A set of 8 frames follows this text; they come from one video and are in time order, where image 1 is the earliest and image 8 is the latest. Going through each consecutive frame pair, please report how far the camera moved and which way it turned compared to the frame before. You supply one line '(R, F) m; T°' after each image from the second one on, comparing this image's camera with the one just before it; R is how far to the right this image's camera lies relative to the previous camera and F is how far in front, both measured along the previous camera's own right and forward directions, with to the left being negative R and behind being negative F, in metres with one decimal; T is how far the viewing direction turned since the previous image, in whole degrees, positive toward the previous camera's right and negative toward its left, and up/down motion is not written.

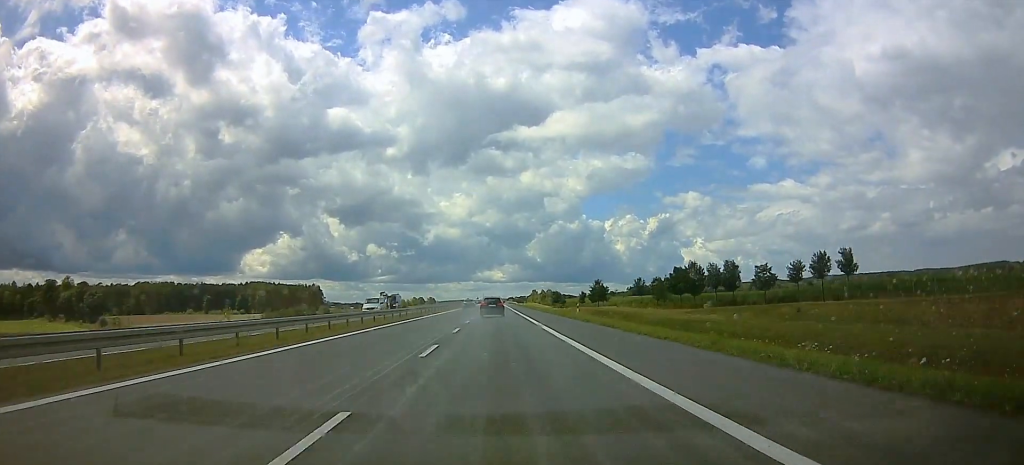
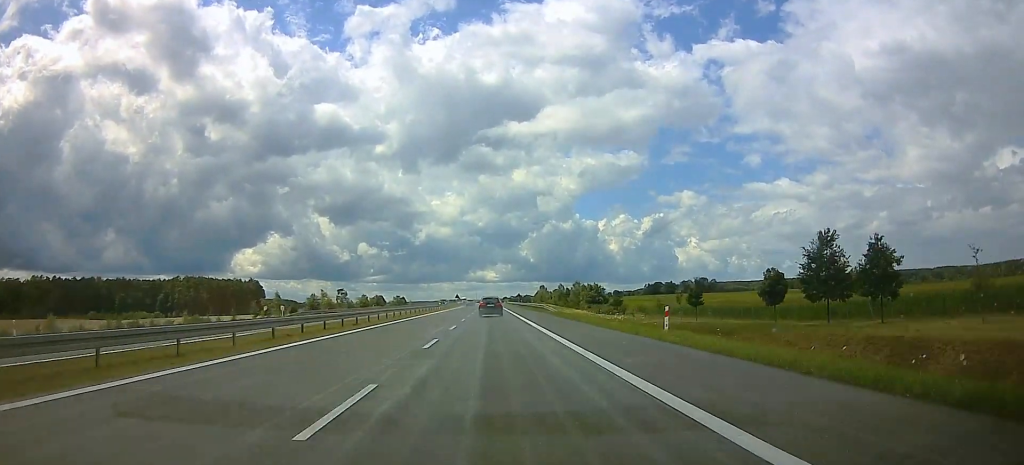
(-0.1, +127.2) m; 0°
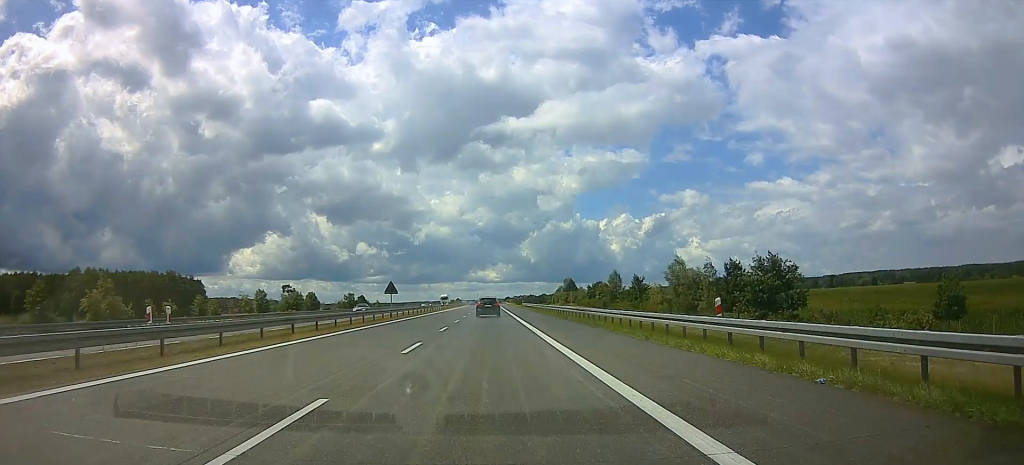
(-0.1, +106.9) m; 0°
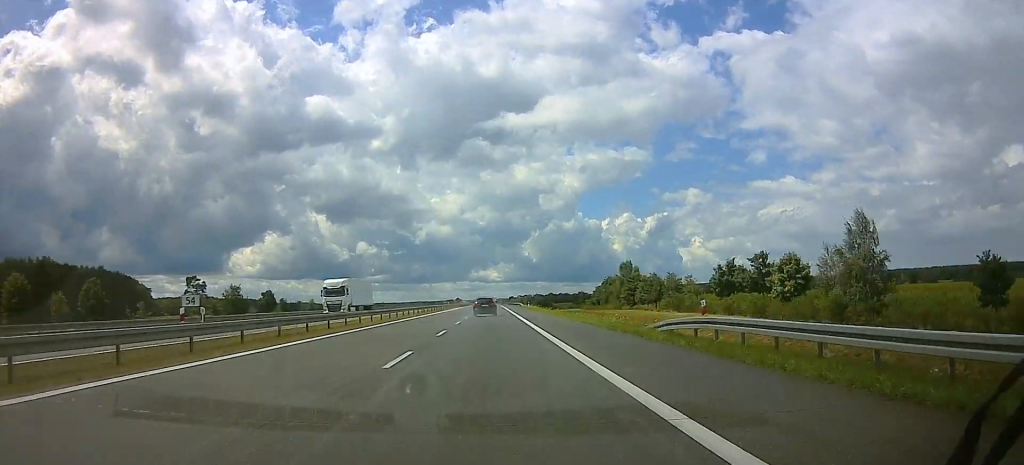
(-0.1, +96.1) m; 0°
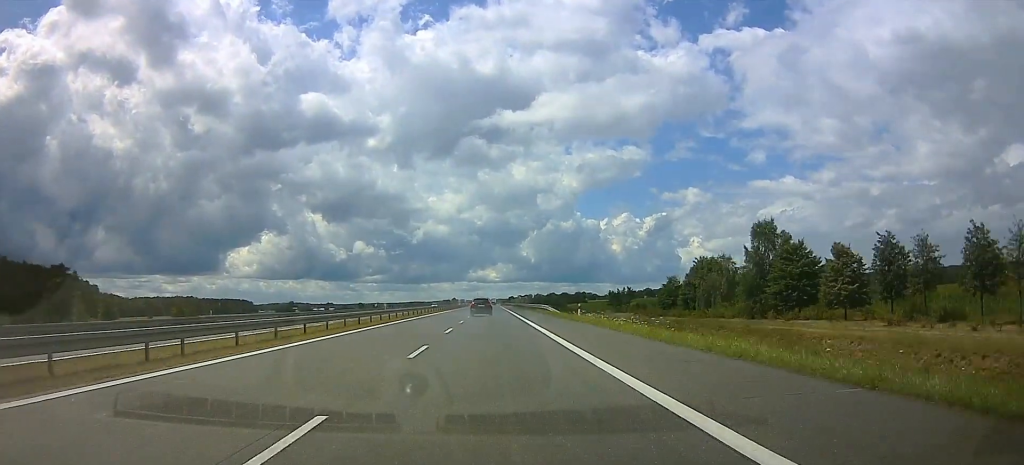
(+0.1, +66.5) m; -2°
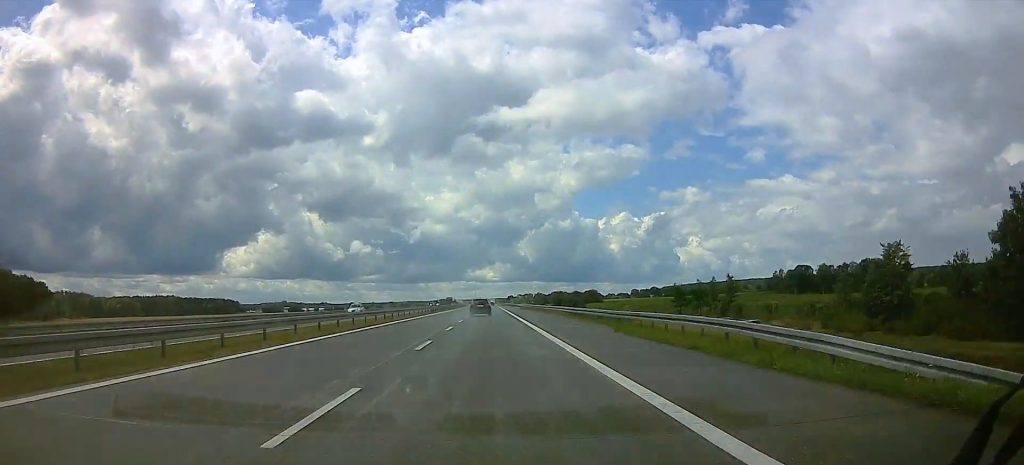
(+0.7, +53.5) m; -1°
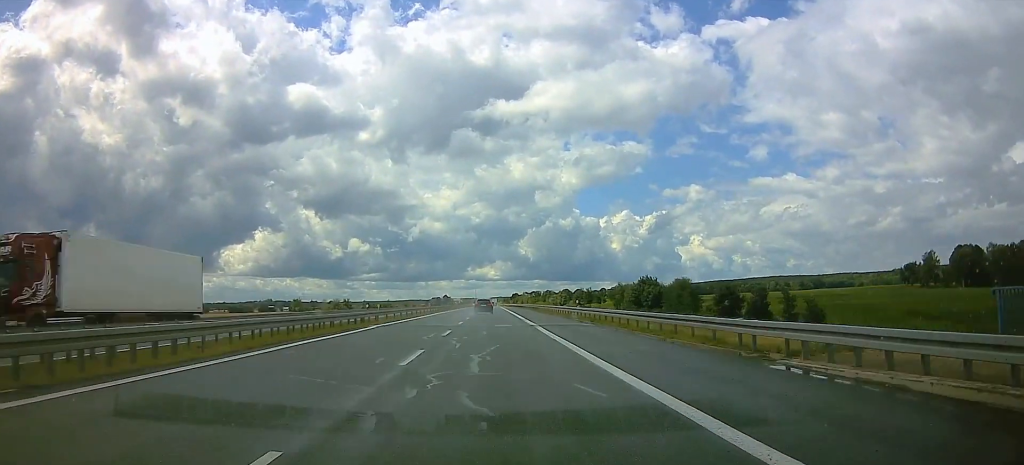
(+3.8, +144.3) m; +5°
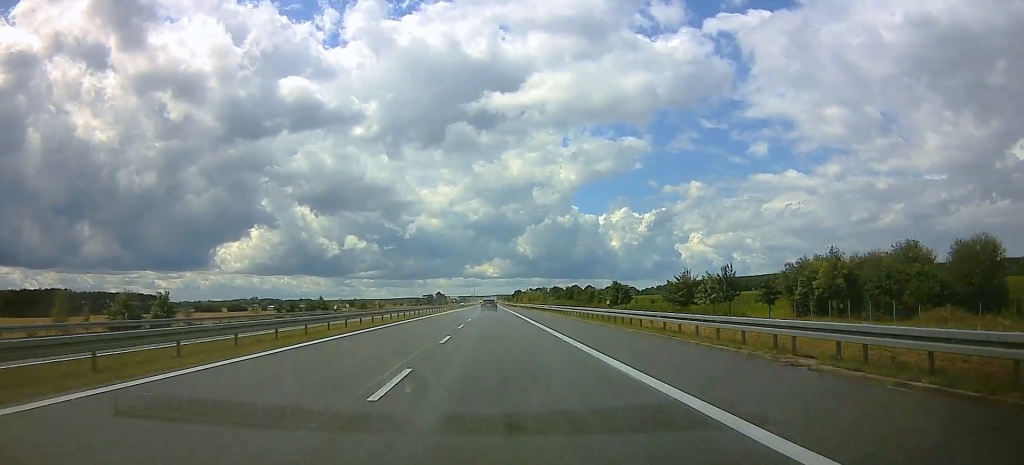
(+1.6, +114.4) m; 0°
